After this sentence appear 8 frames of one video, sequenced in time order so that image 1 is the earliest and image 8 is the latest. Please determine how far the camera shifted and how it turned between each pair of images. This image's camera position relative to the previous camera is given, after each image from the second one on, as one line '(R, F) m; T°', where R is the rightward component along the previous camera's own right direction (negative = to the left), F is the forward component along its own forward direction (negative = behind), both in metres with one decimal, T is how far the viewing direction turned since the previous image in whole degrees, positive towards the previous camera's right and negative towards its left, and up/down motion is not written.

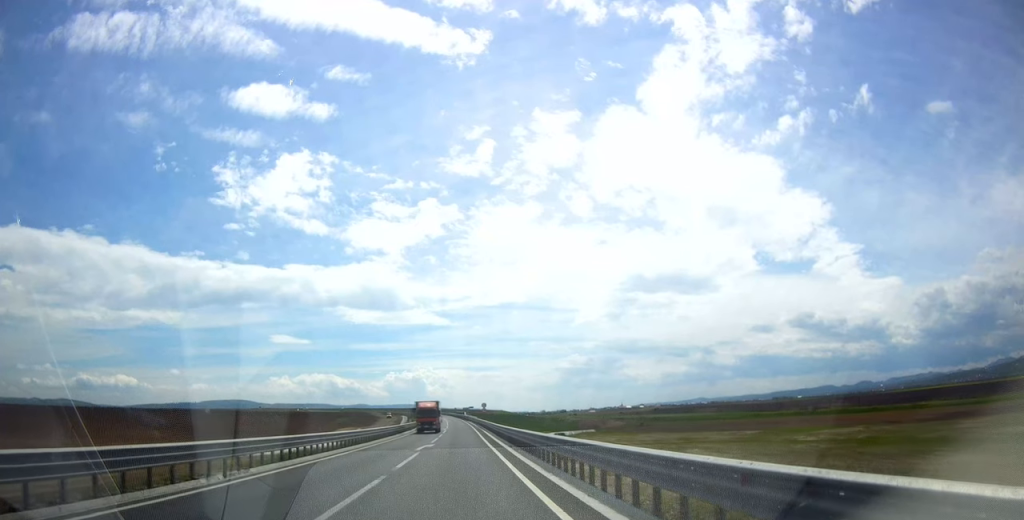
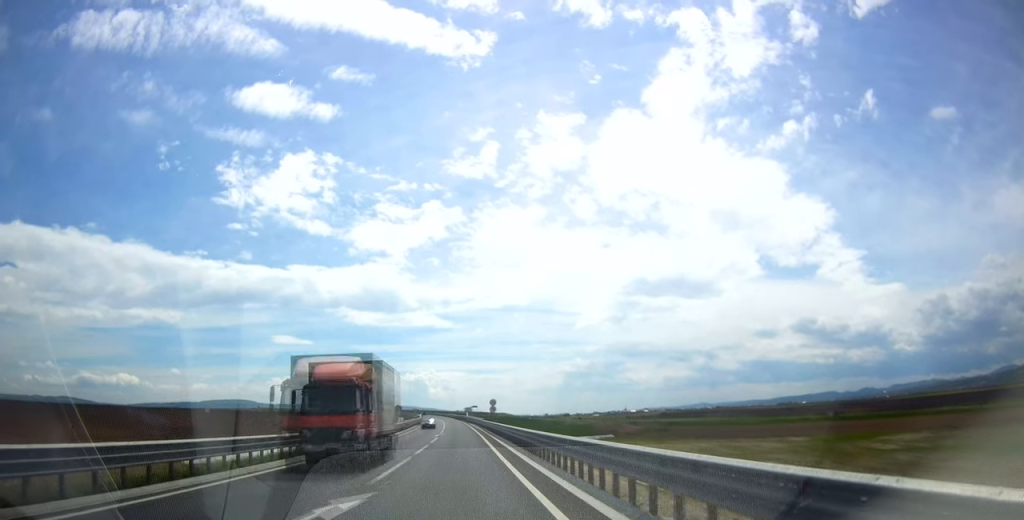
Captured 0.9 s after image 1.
(+0.1, +24.7) m; 0°
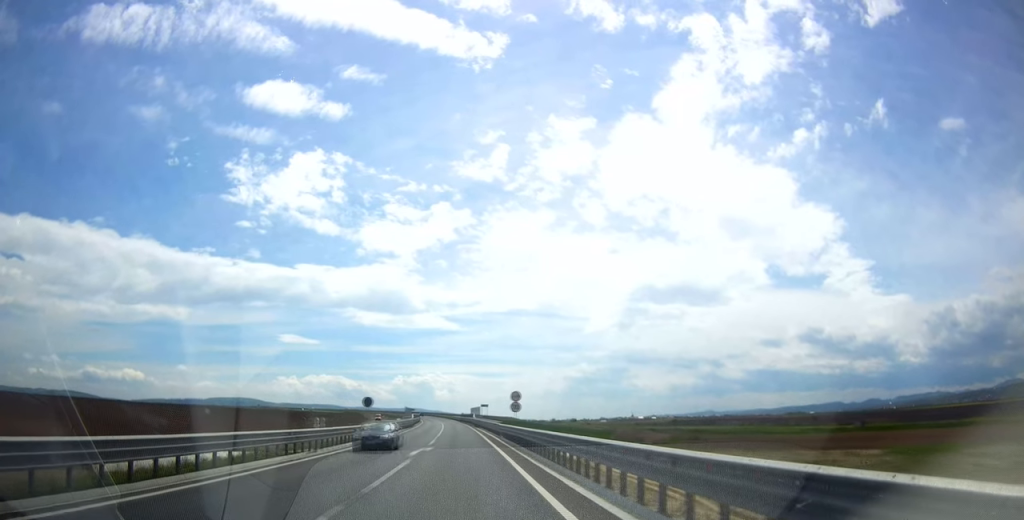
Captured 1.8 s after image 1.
(0.0, +25.9) m; 0°
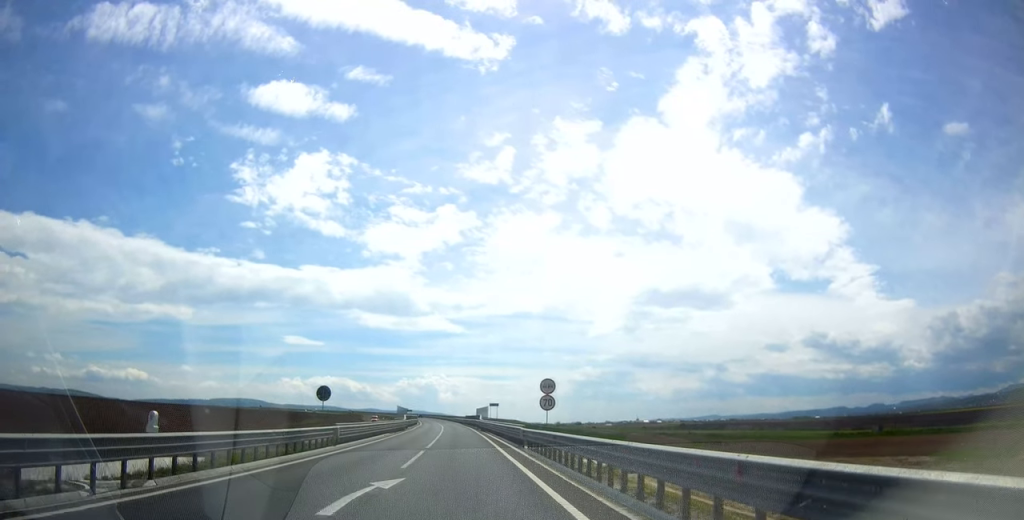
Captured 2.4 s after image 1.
(+0.1, +15.7) m; 0°
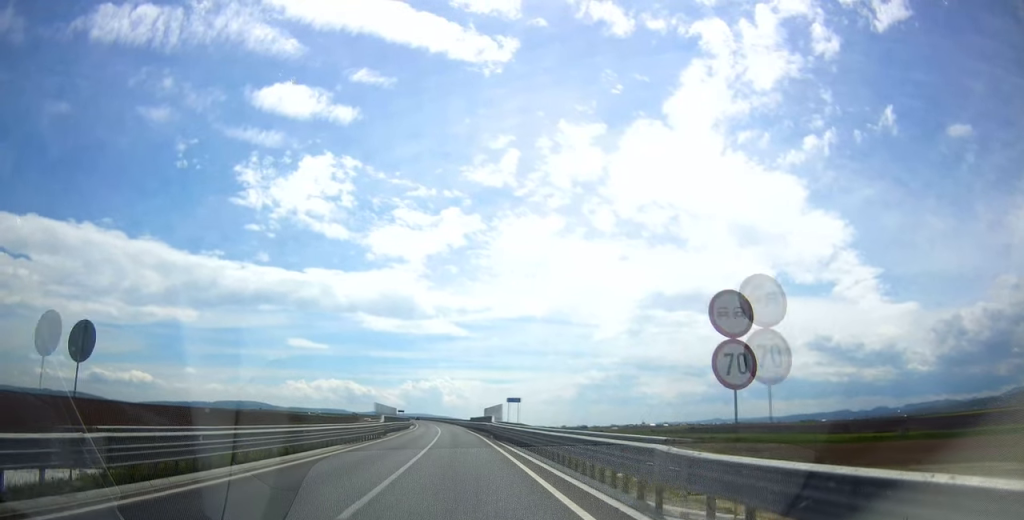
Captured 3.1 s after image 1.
(-0.2, +21.3) m; 0°
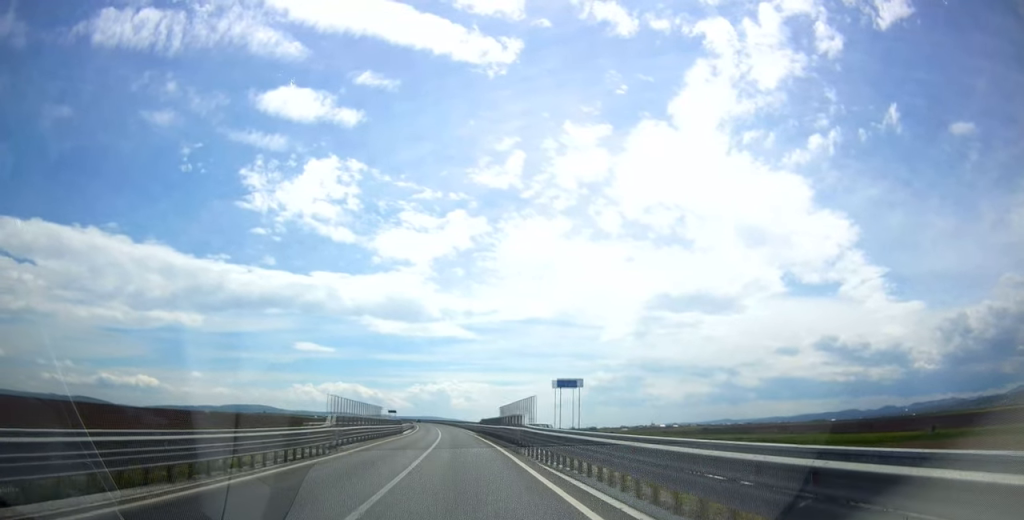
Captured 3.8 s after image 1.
(-0.1, +20.2) m; 0°
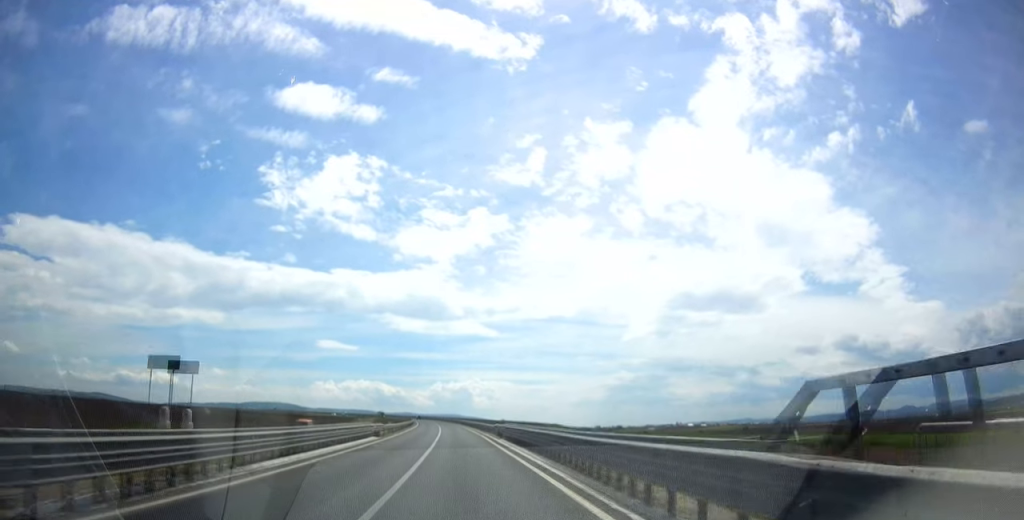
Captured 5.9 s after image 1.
(-0.7, +57.2) m; -1°
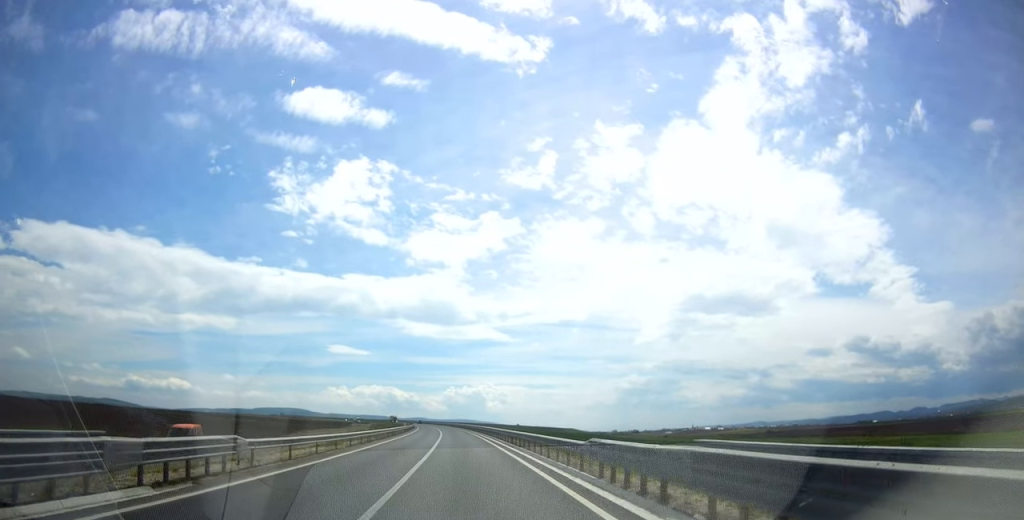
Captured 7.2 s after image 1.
(-0.3, +33.7) m; -1°
